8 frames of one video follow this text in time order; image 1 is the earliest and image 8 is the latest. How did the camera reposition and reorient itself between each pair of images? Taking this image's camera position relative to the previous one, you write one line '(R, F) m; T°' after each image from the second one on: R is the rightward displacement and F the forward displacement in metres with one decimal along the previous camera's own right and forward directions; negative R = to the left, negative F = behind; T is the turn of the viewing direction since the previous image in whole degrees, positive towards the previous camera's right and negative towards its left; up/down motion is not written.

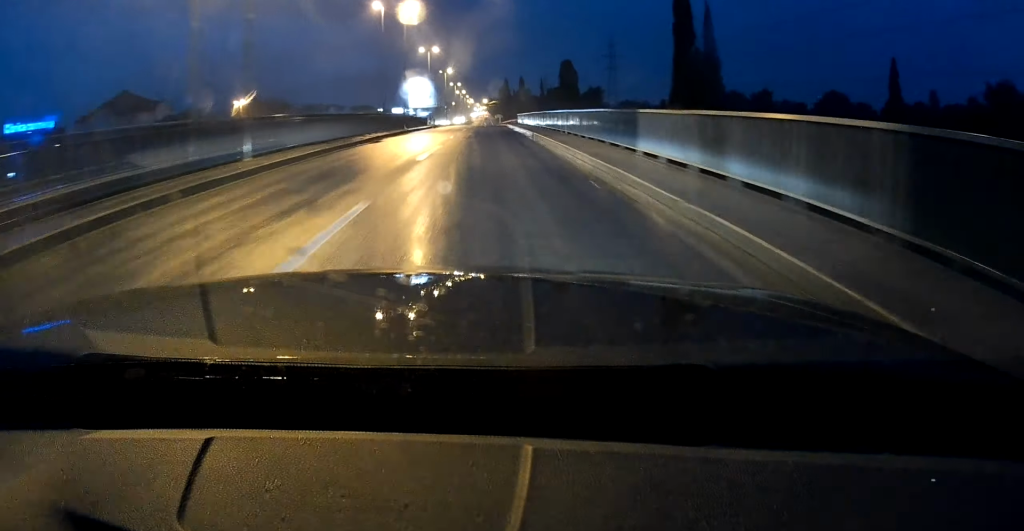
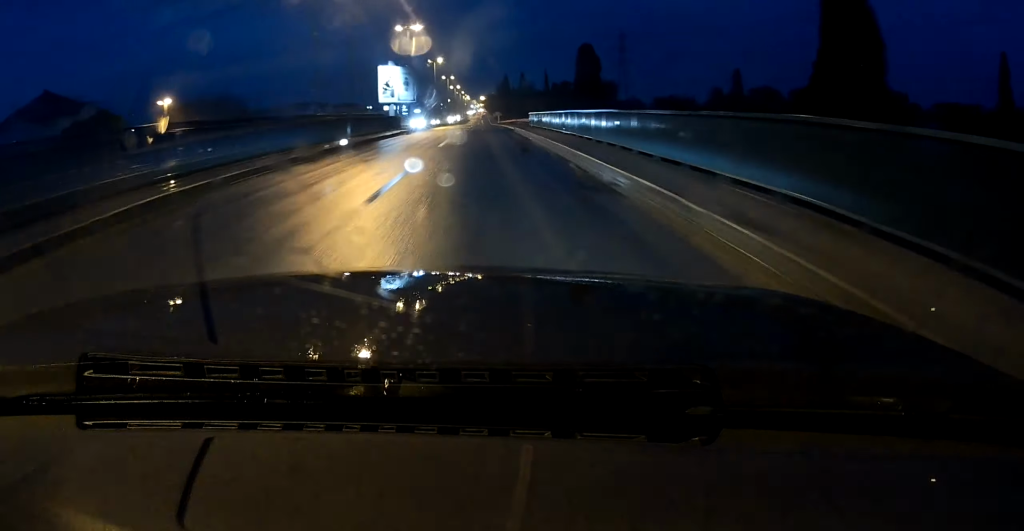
(+0.2, +21.8) m; 0°
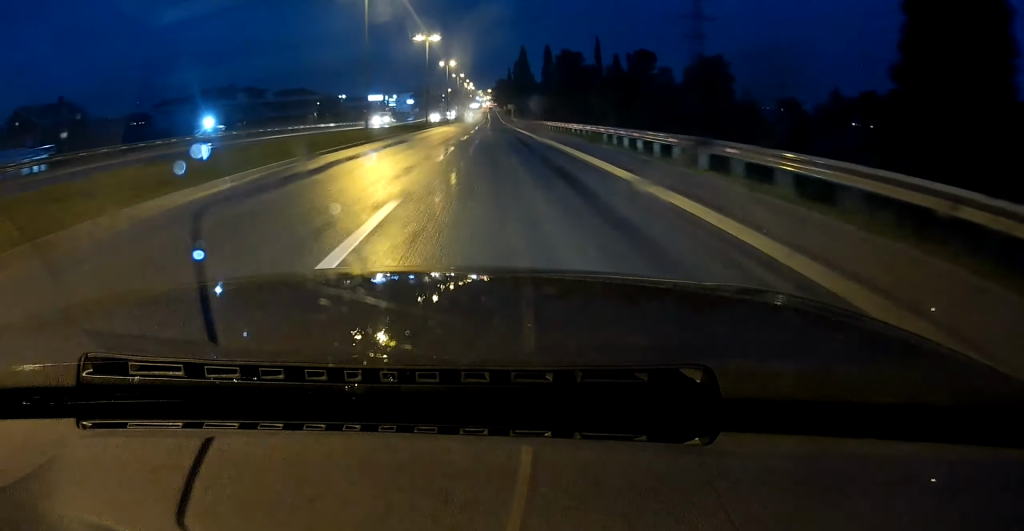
(0.0, +64.8) m; 0°
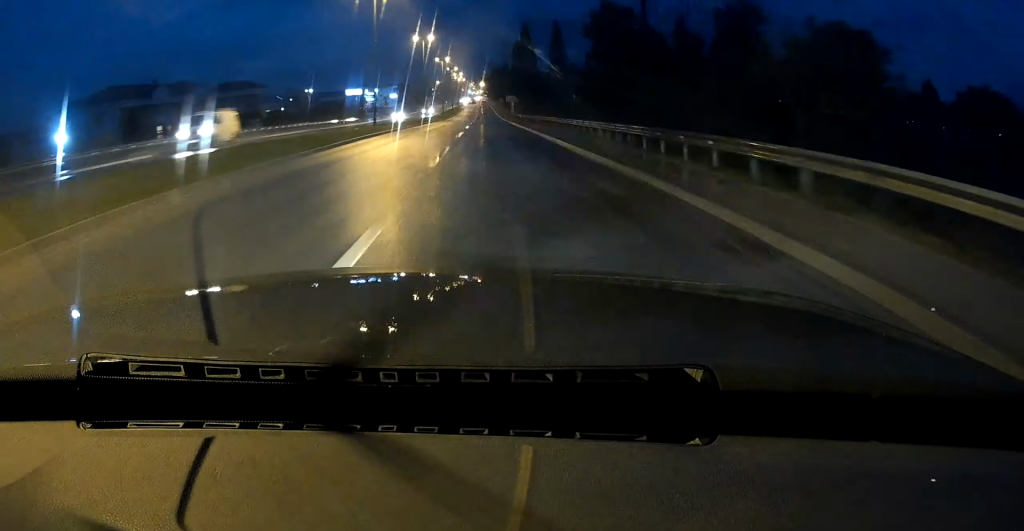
(+0.2, +32.6) m; 0°
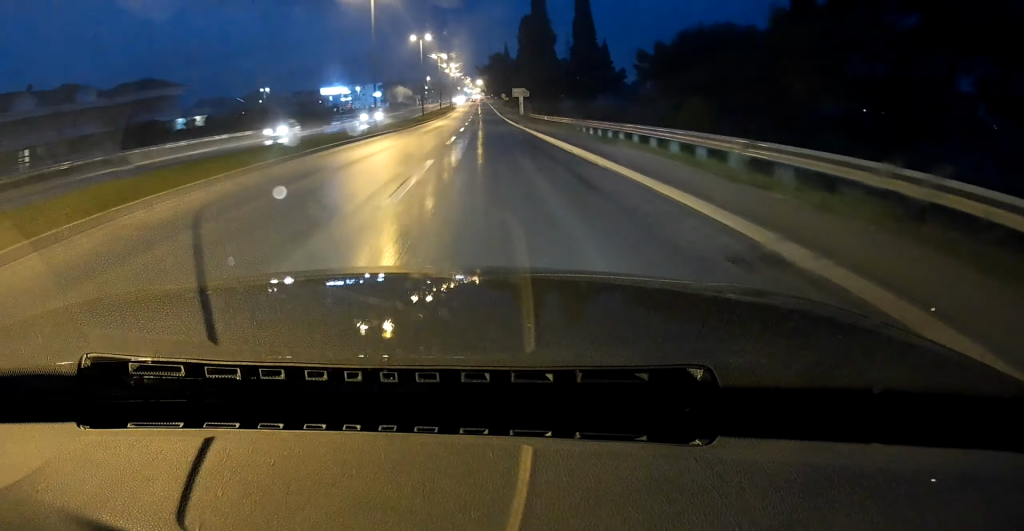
(+0.1, +34.9) m; 0°
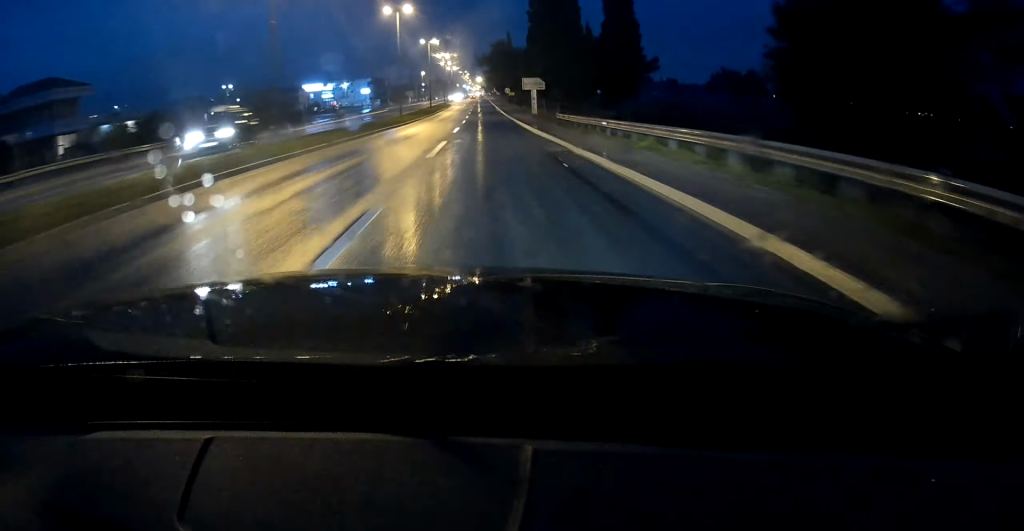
(+0.1, +21.7) m; 0°
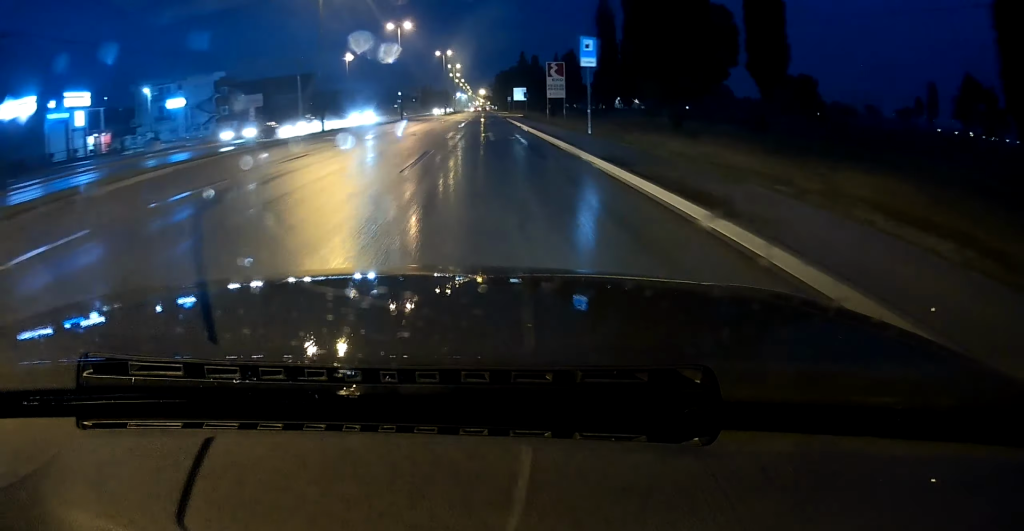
(-0.9, +131.3) m; -1°
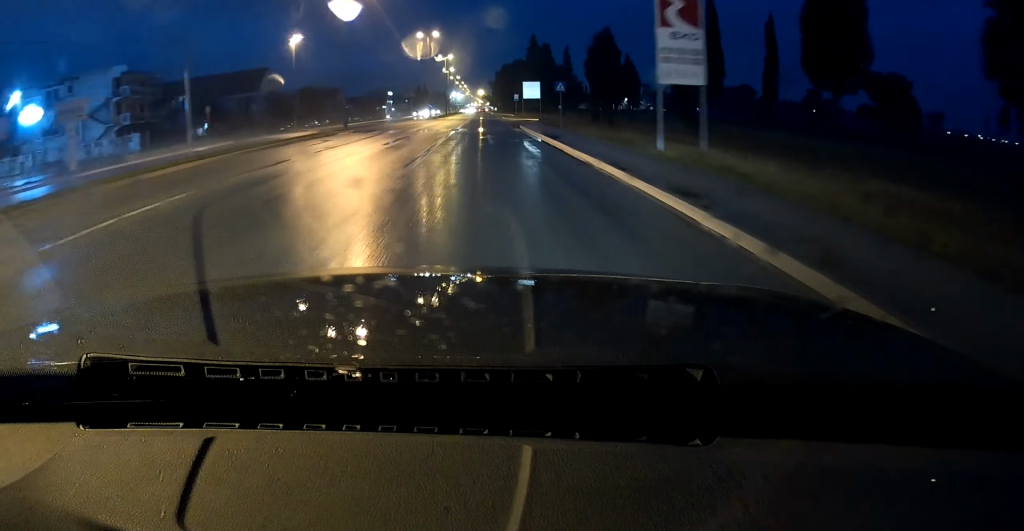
(+0.1, +28.6) m; 0°
